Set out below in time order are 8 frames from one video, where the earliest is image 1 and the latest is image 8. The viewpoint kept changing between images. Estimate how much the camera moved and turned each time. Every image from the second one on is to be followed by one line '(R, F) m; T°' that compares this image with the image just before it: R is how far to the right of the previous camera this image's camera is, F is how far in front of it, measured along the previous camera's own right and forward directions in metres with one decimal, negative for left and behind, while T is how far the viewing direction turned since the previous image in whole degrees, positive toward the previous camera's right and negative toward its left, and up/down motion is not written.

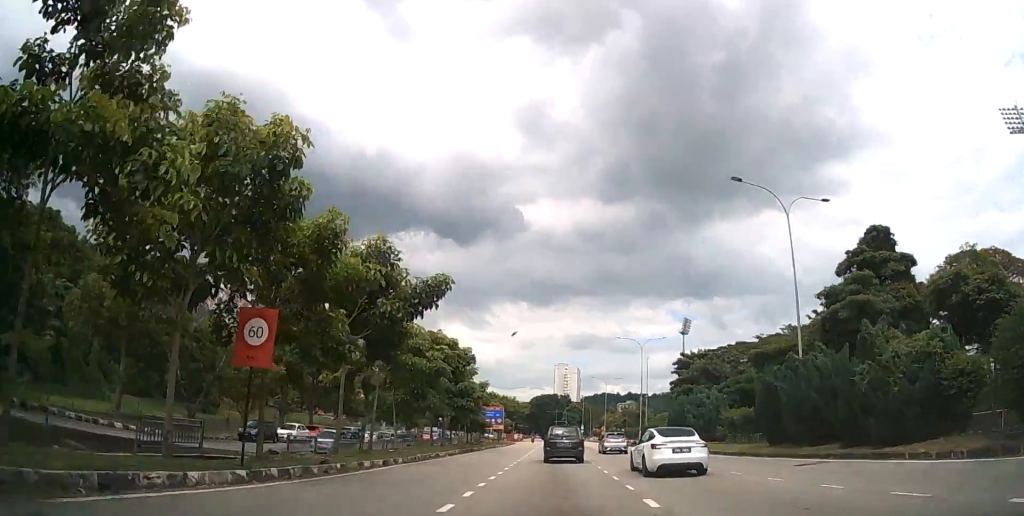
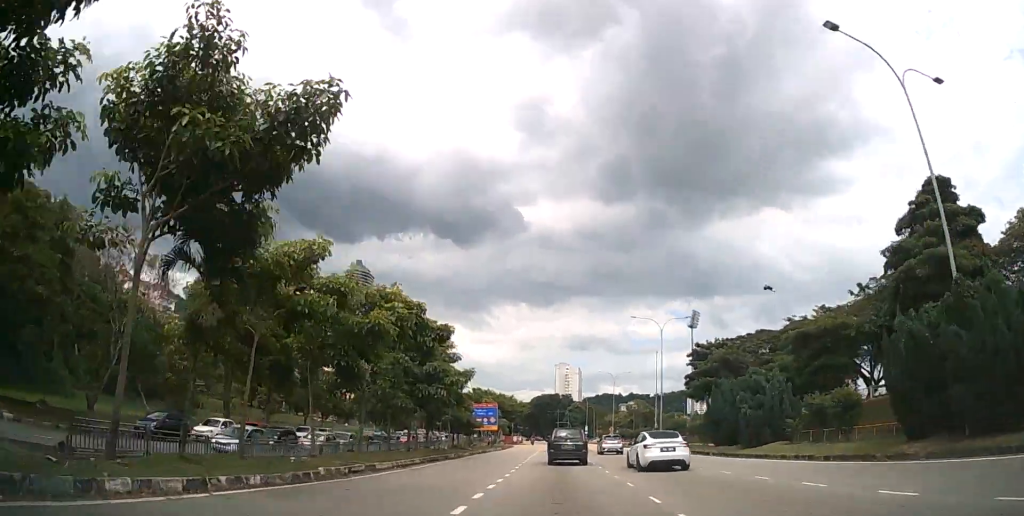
(+0.1, +11.4) m; 0°
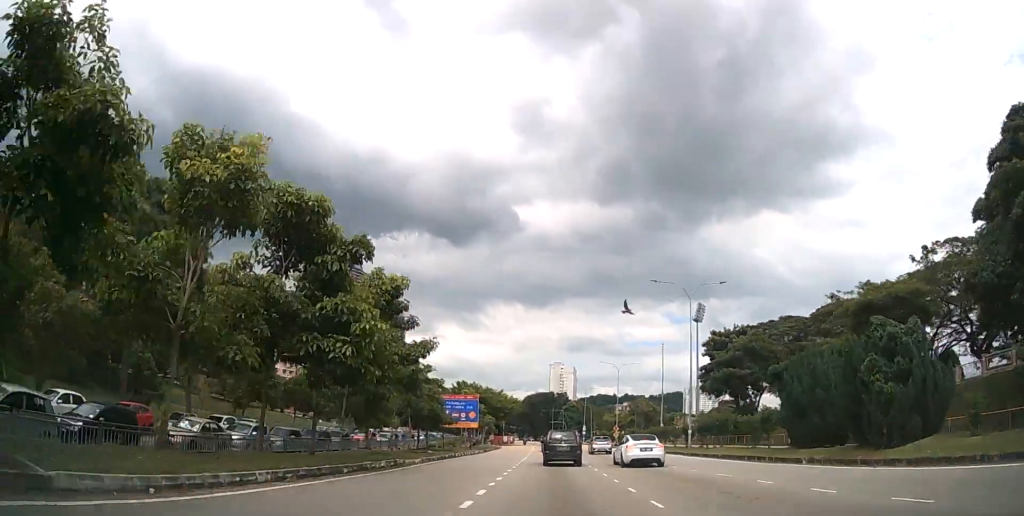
(-0.1, +13.4) m; 0°
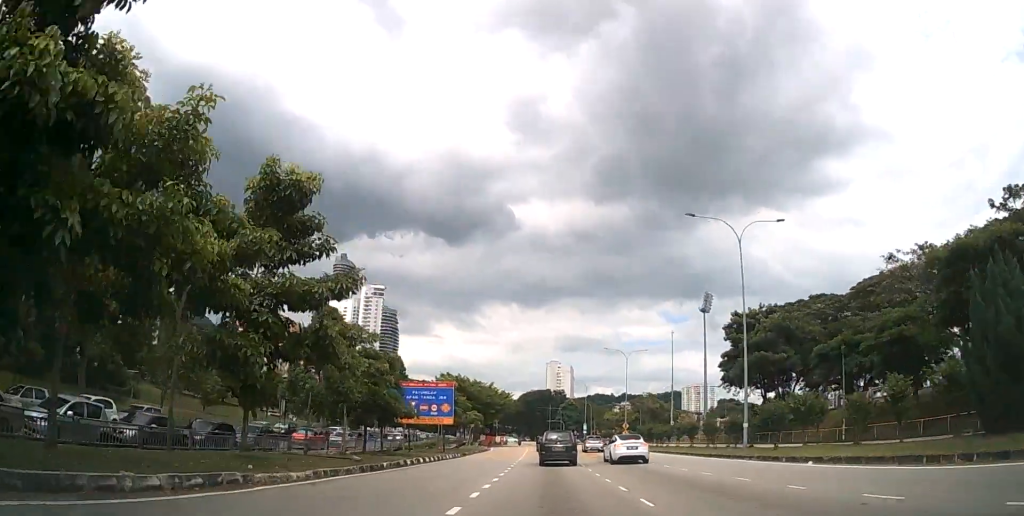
(+0.1, +12.3) m; +1°
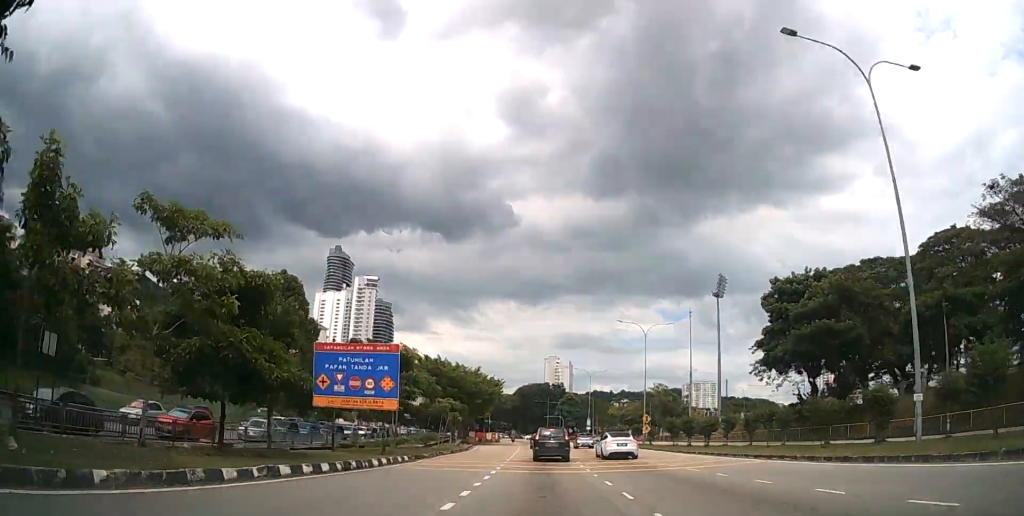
(0.0, +14.8) m; 0°
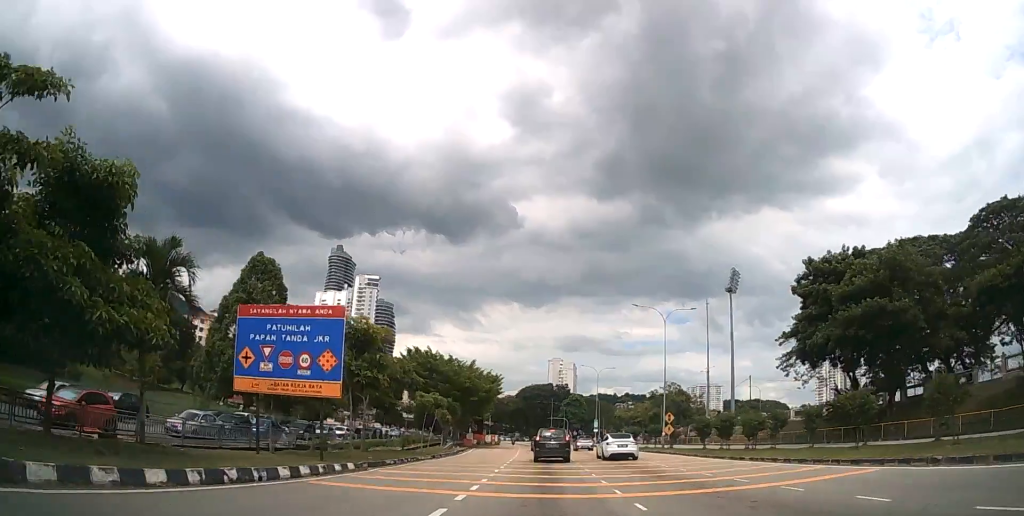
(0.0, +7.9) m; 0°
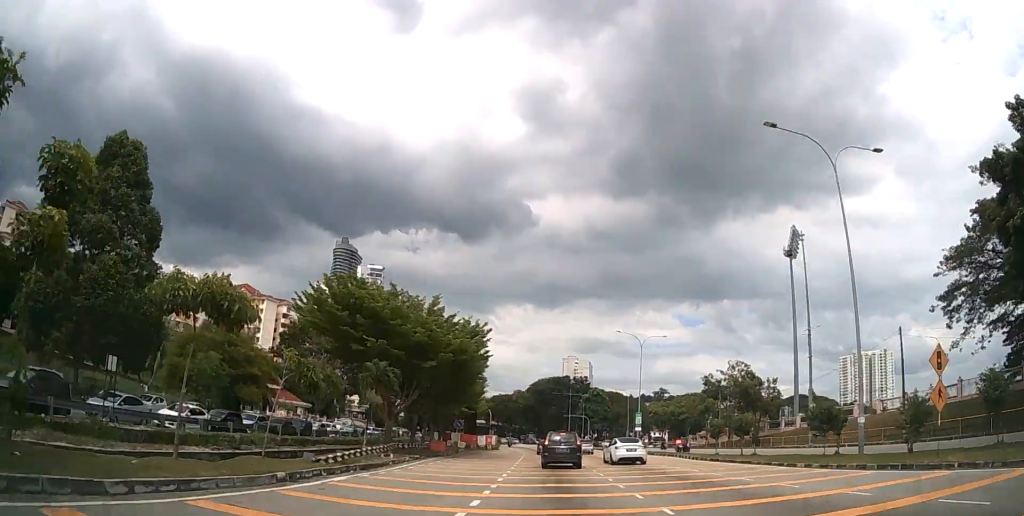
(-0.6, +29.4) m; -2°
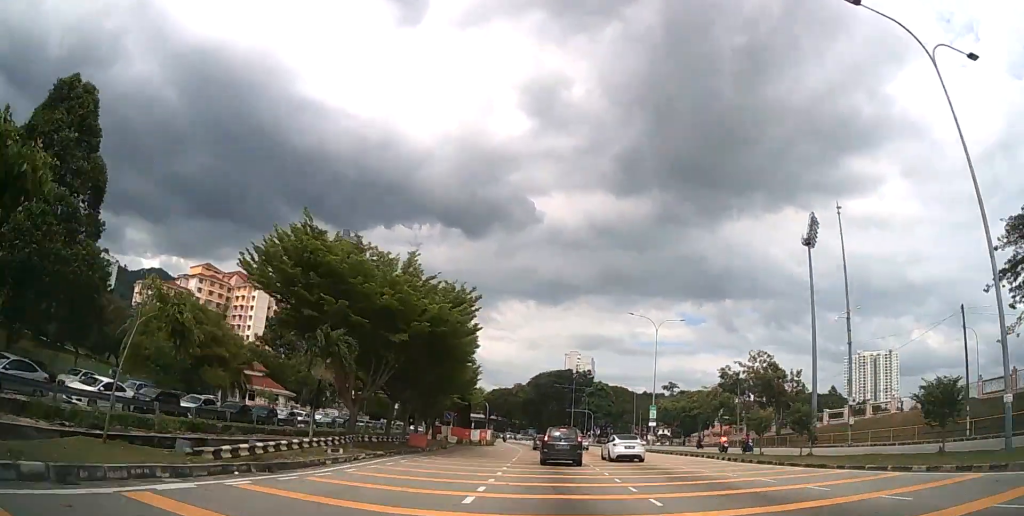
(0.0, +7.5) m; 0°
